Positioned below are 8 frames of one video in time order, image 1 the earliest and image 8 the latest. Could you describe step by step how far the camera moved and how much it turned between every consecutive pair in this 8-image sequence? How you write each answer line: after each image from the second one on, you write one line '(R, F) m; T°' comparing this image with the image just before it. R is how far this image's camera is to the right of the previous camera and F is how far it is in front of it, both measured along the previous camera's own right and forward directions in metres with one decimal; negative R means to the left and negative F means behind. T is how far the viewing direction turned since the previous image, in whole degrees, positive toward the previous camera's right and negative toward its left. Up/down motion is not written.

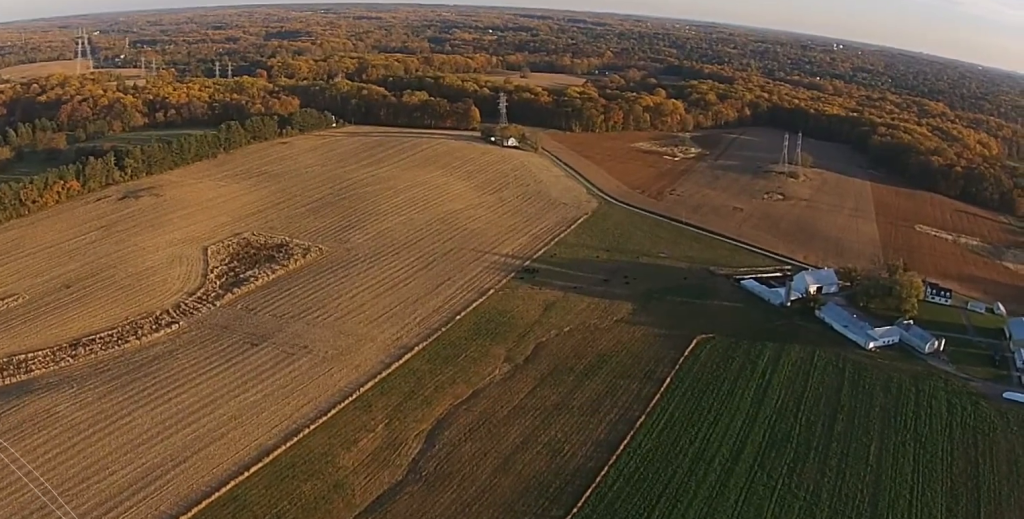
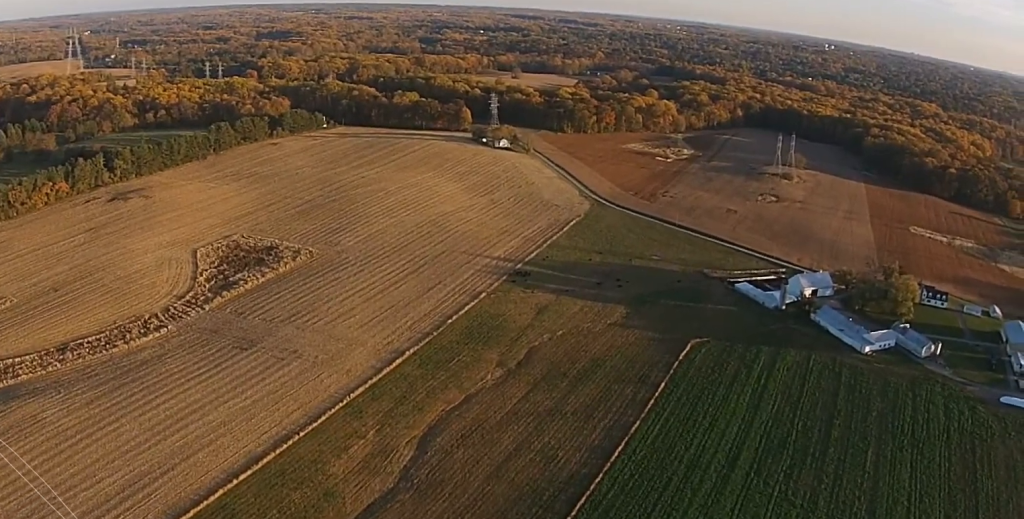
(0.0, +4.5) m; 0°
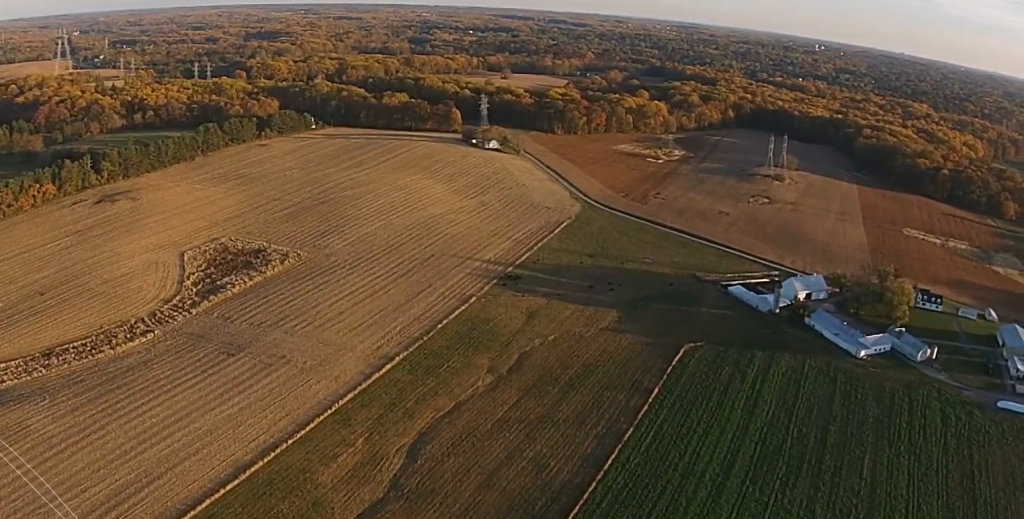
(0.0, +5.2) m; 0°
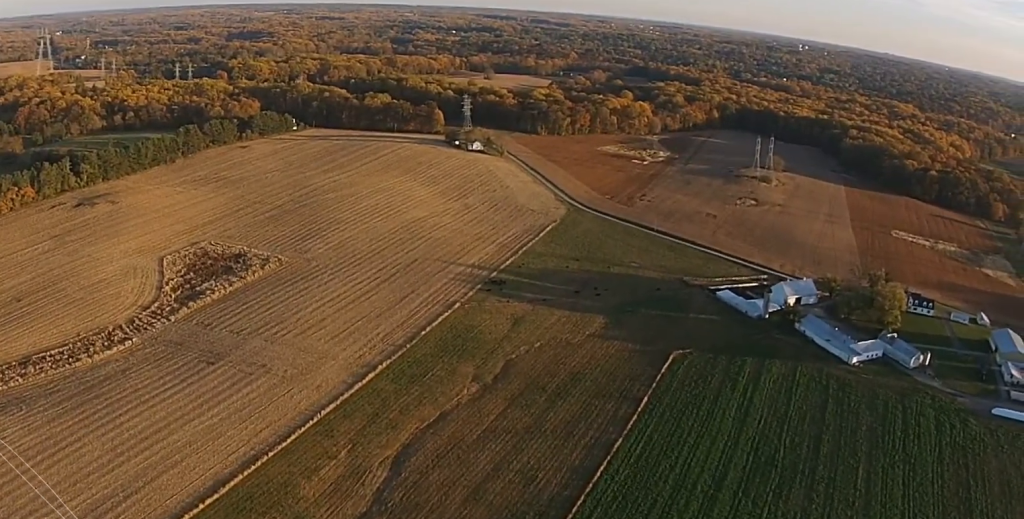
(0.0, +7.9) m; 0°
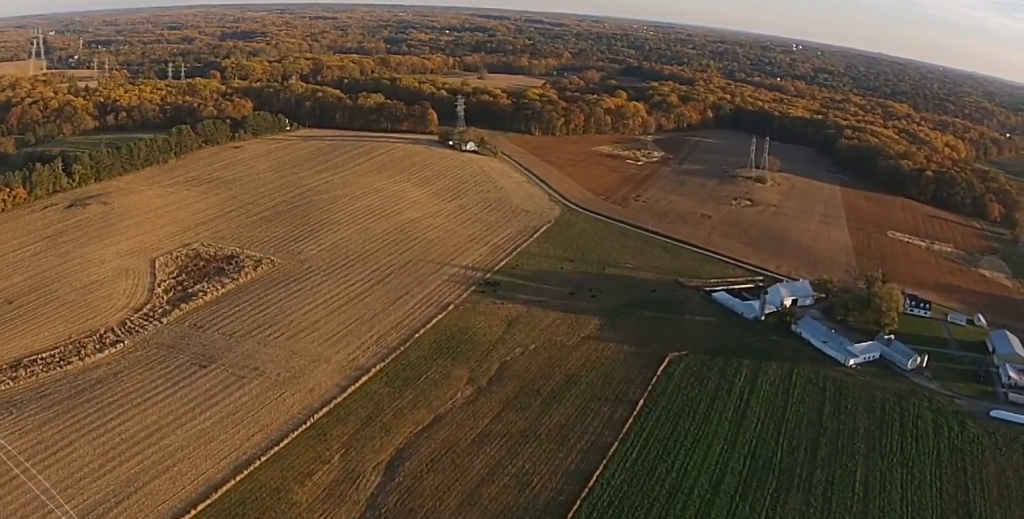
(0.0, +2.9) m; 0°
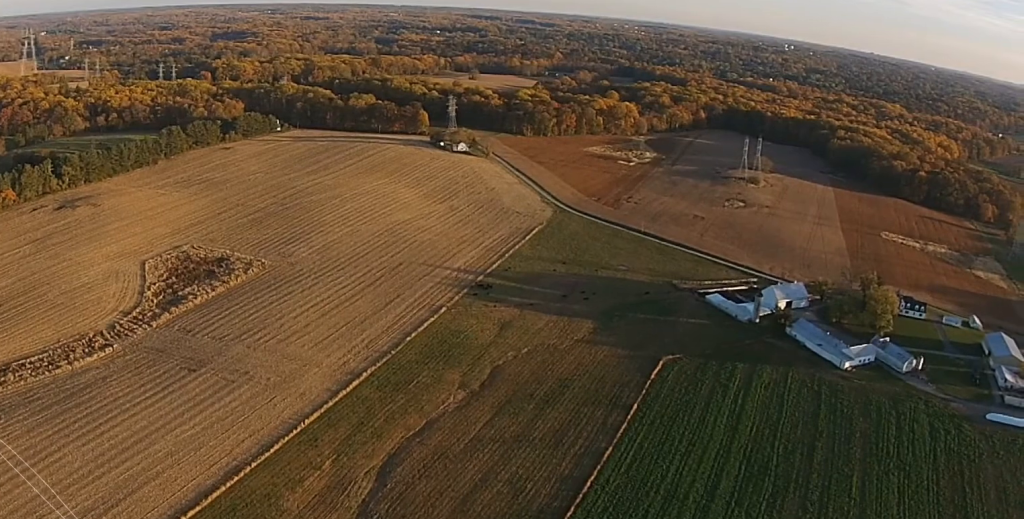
(0.0, +3.3) m; 0°
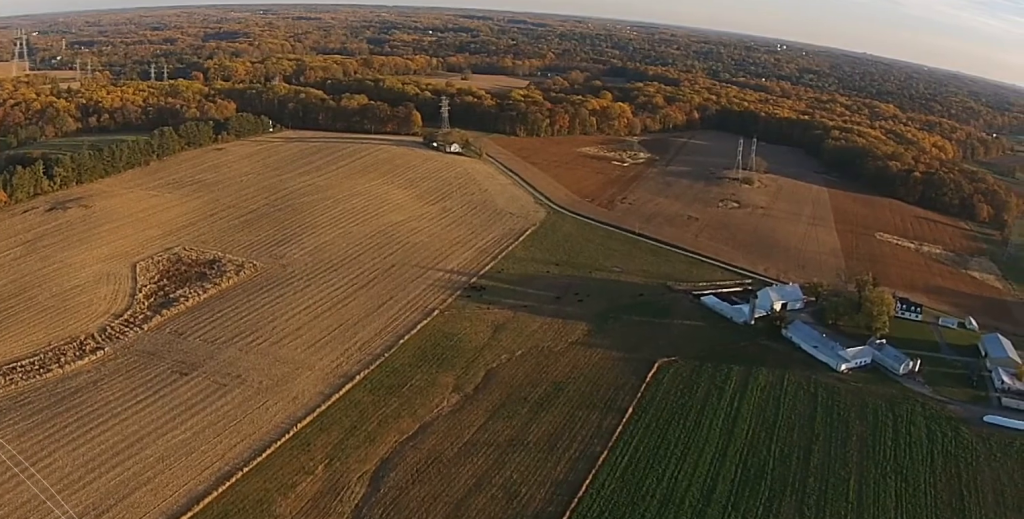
(0.0, +2.7) m; 0°
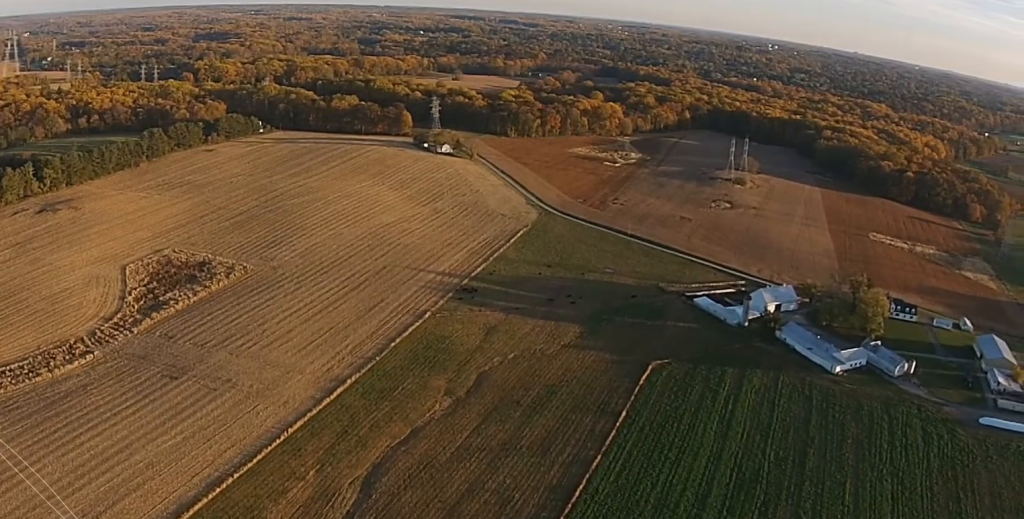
(0.0, +2.9) m; 0°
